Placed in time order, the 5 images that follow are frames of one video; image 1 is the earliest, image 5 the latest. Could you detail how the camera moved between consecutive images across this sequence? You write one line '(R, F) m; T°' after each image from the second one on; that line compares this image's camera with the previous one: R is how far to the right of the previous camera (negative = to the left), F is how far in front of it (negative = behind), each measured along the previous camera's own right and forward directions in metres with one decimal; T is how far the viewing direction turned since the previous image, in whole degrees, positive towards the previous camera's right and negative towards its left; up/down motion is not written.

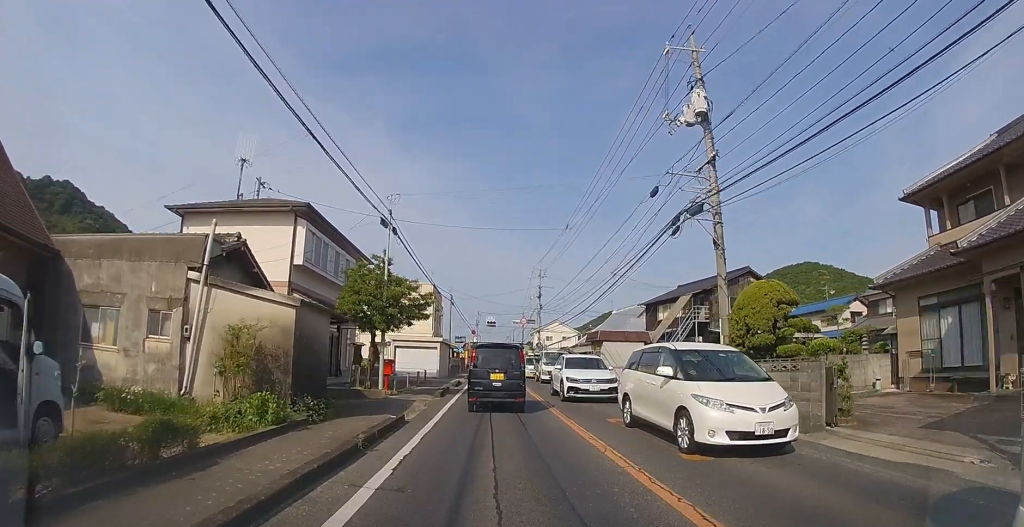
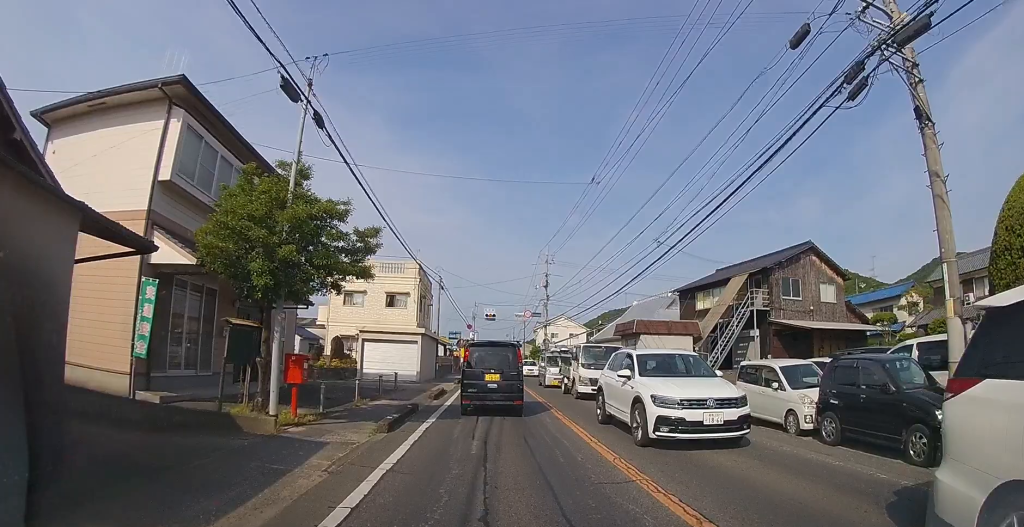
(-0.2, +8.4) m; 0°
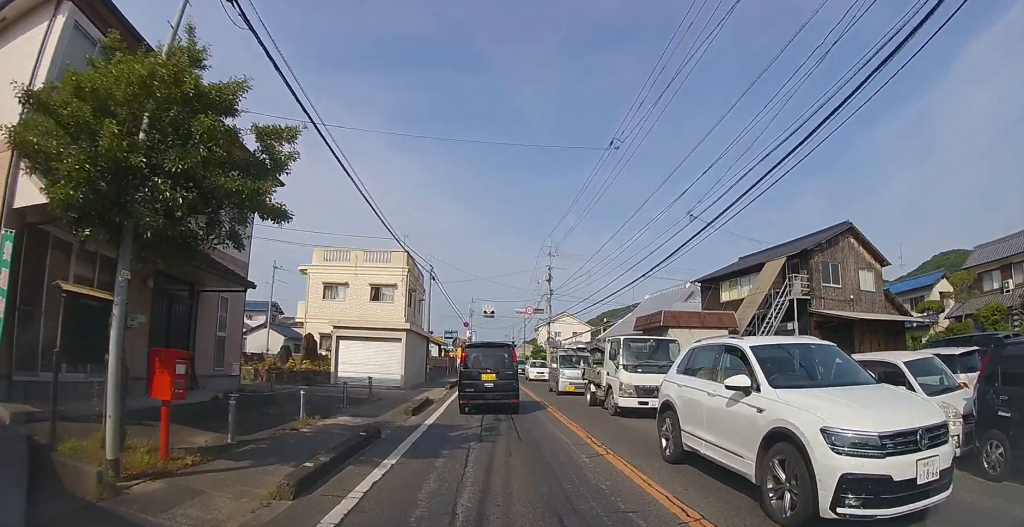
(+0.1, +4.5) m; +2°
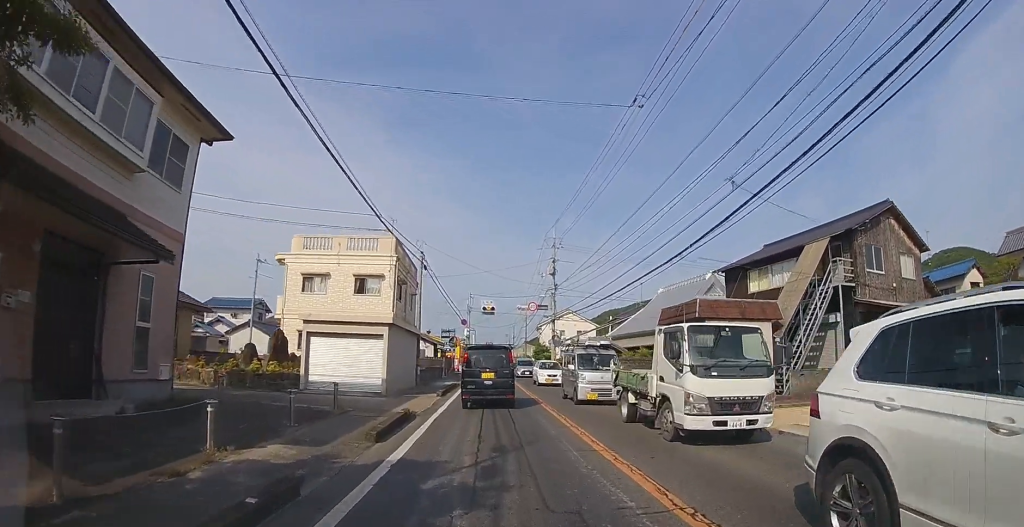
(0.0, +4.0) m; -1°
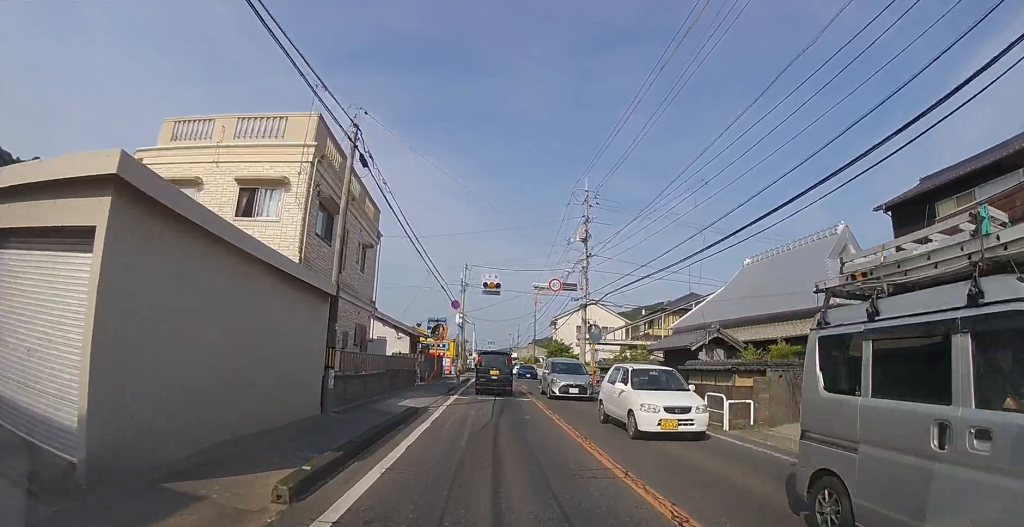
(0.0, +13.1) m; +1°
